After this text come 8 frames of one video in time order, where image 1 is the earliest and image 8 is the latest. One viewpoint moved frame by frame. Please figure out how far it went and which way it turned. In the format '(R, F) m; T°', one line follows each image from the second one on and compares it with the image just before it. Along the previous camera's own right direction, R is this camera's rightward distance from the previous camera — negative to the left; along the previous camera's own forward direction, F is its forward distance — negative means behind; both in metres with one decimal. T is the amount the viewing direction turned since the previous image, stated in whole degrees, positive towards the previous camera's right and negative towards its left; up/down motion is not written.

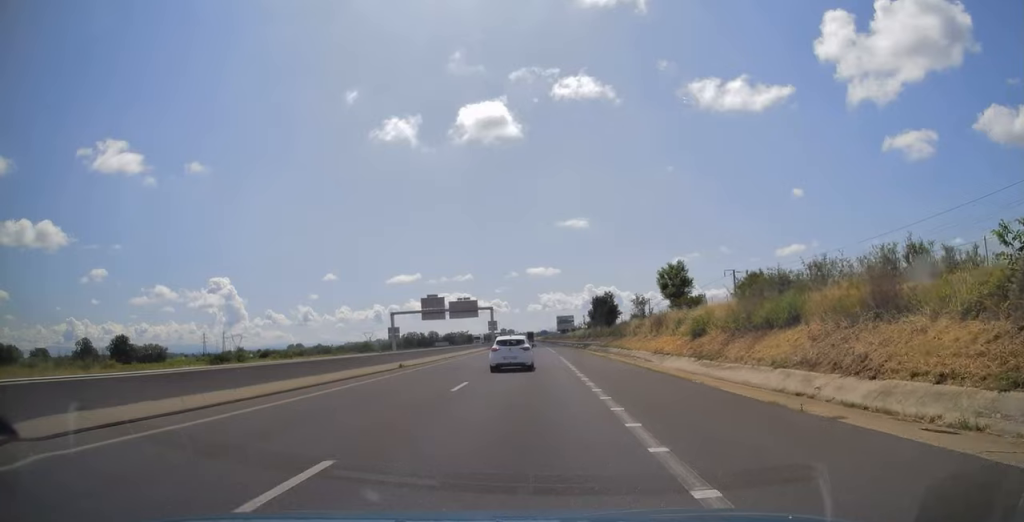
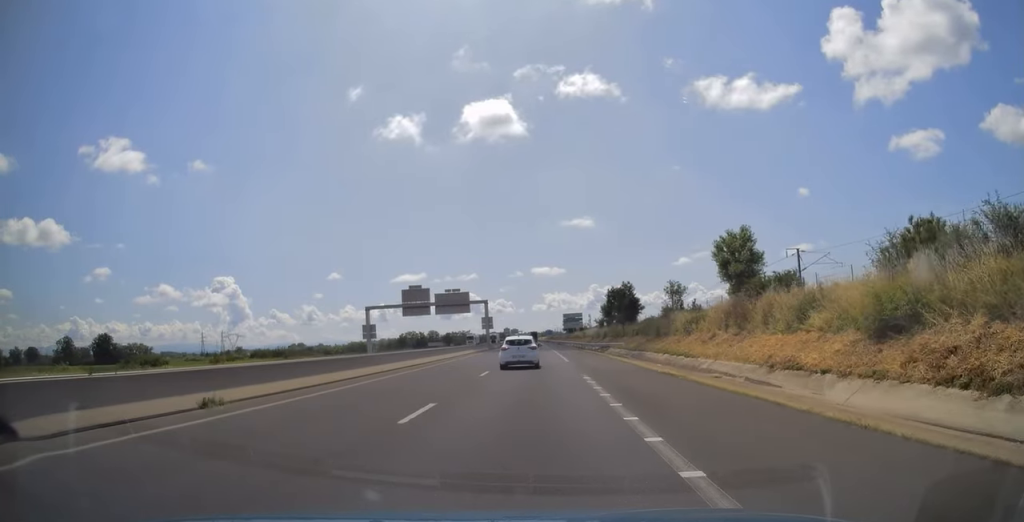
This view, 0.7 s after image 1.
(-0.1, +18.8) m; -1°
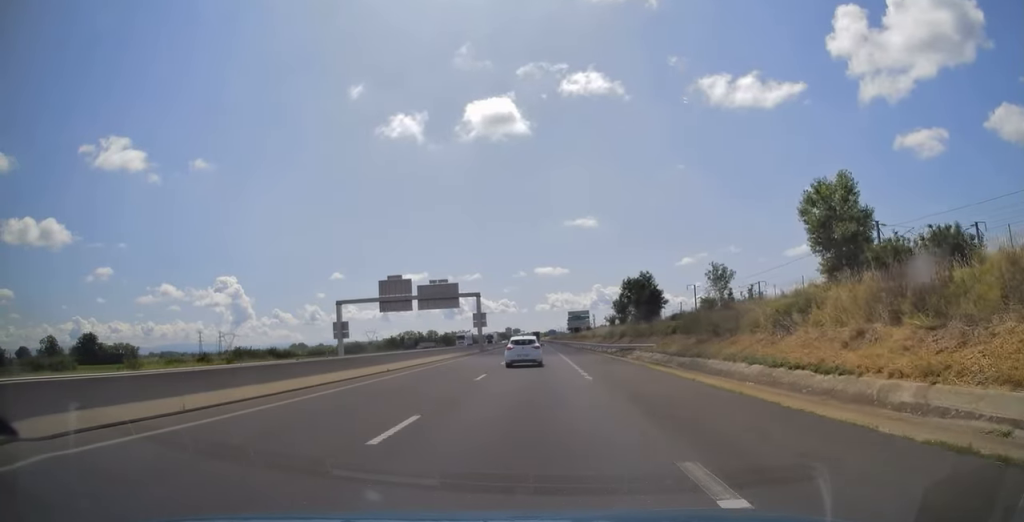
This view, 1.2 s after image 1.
(-0.1, +14.8) m; 0°
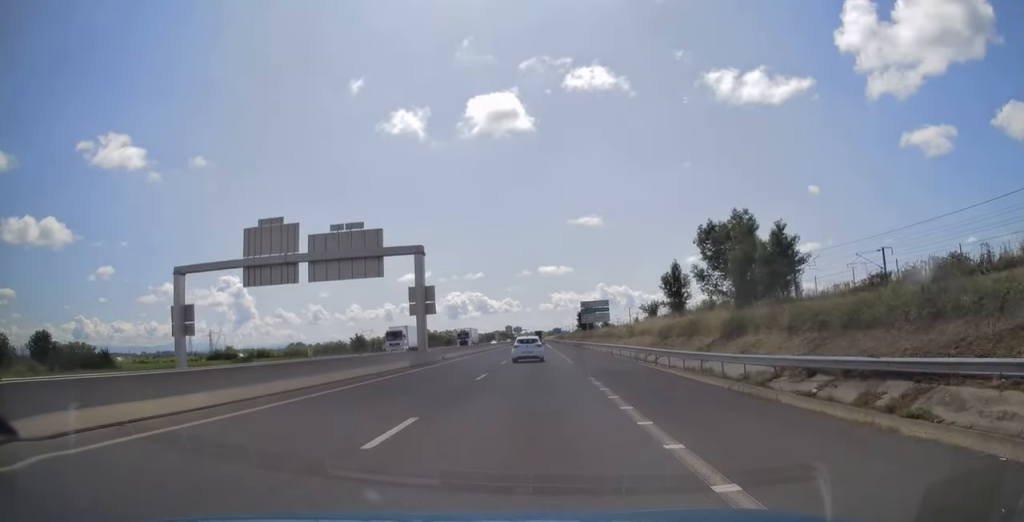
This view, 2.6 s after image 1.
(-0.1, +38.0) m; 0°
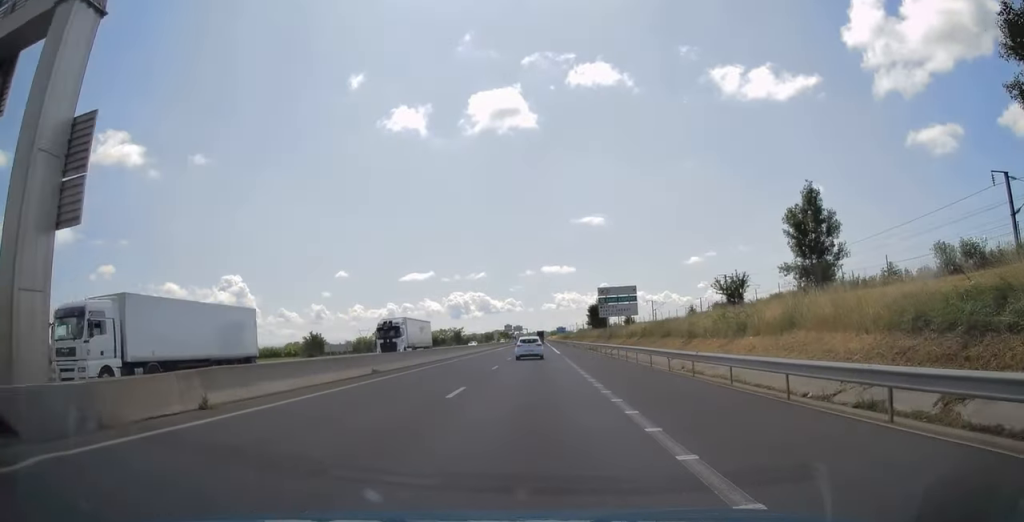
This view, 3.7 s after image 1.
(-0.2, +31.3) m; 0°
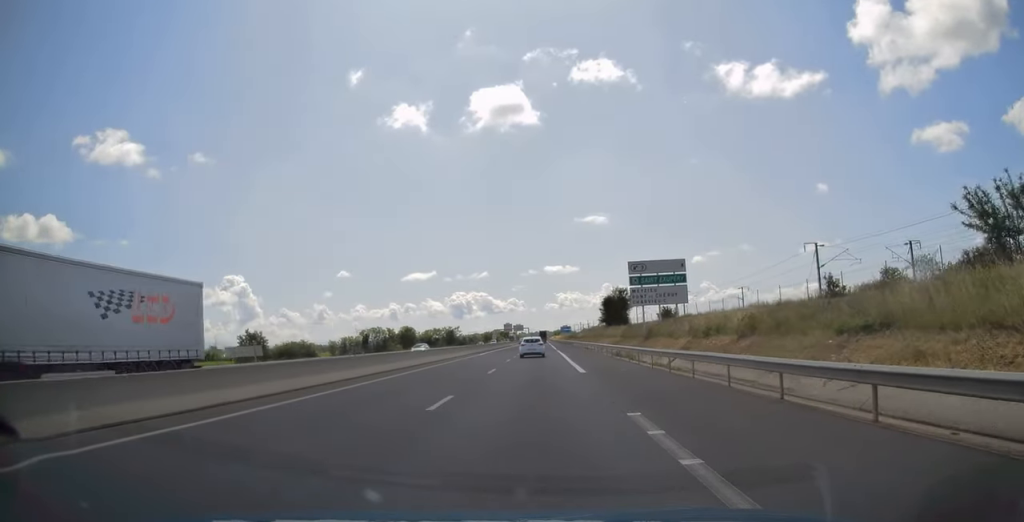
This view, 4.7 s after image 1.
(0.0, +27.7) m; 0°
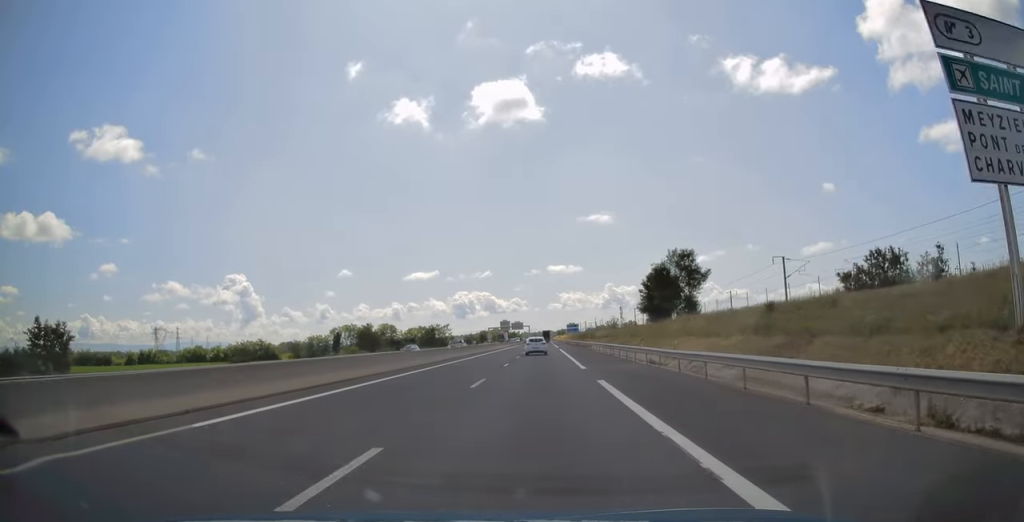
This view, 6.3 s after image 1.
(-0.2, +44.8) m; 0°
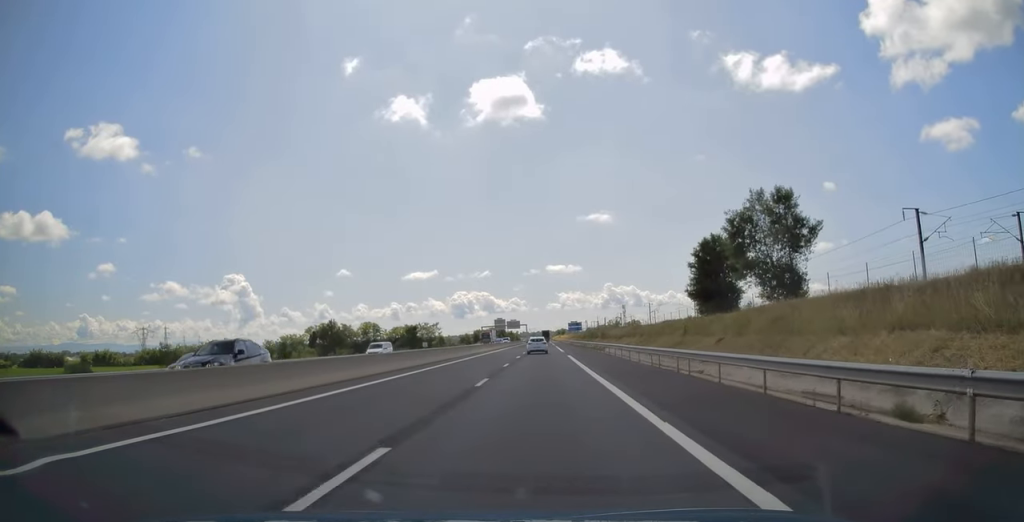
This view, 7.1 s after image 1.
(-0.1, +25.1) m; 0°
